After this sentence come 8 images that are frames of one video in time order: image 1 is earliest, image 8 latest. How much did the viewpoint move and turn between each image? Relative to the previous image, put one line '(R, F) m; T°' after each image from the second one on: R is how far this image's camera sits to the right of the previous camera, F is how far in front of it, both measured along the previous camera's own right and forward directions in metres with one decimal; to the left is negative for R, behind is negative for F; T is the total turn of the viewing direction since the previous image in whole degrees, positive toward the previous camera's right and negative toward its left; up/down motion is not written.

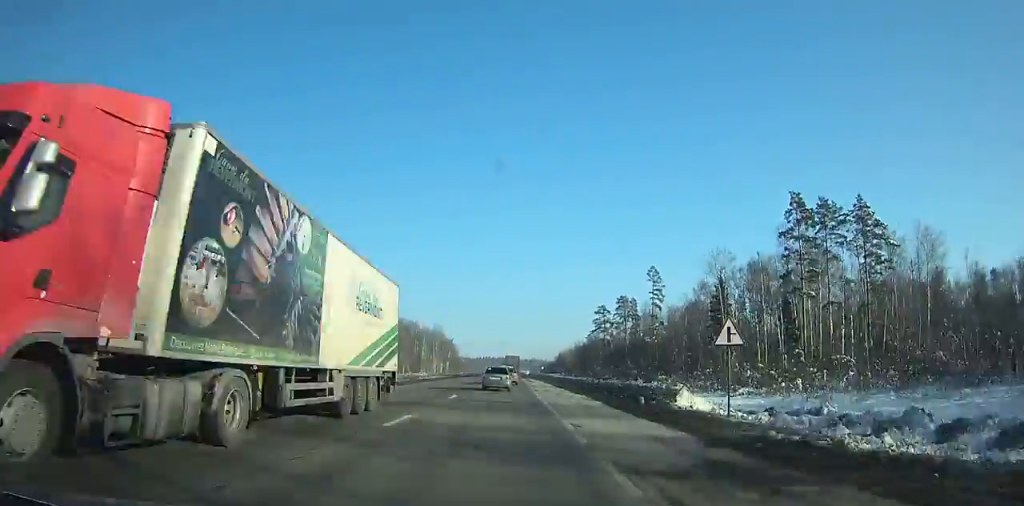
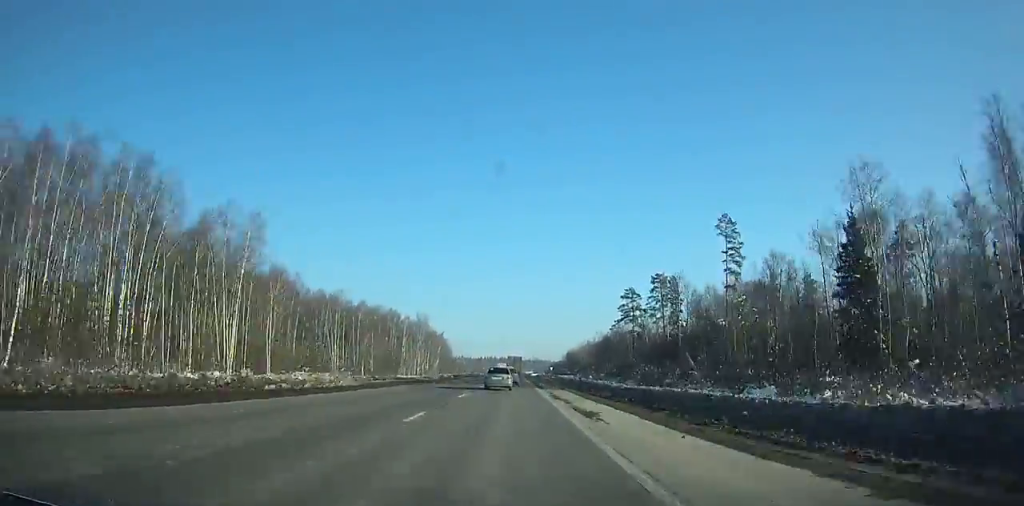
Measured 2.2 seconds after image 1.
(-0.2, +47.7) m; 0°
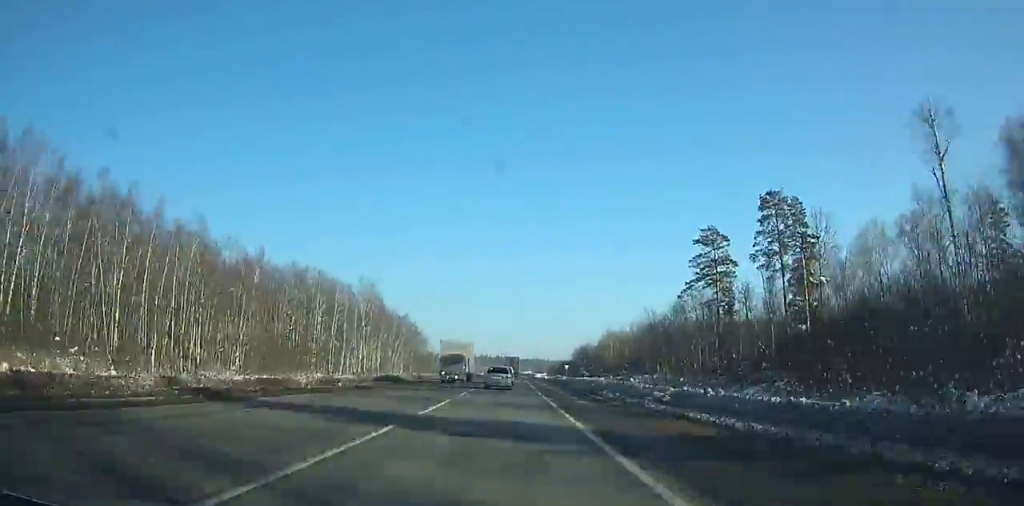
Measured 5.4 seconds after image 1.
(0.0, +68.7) m; 0°
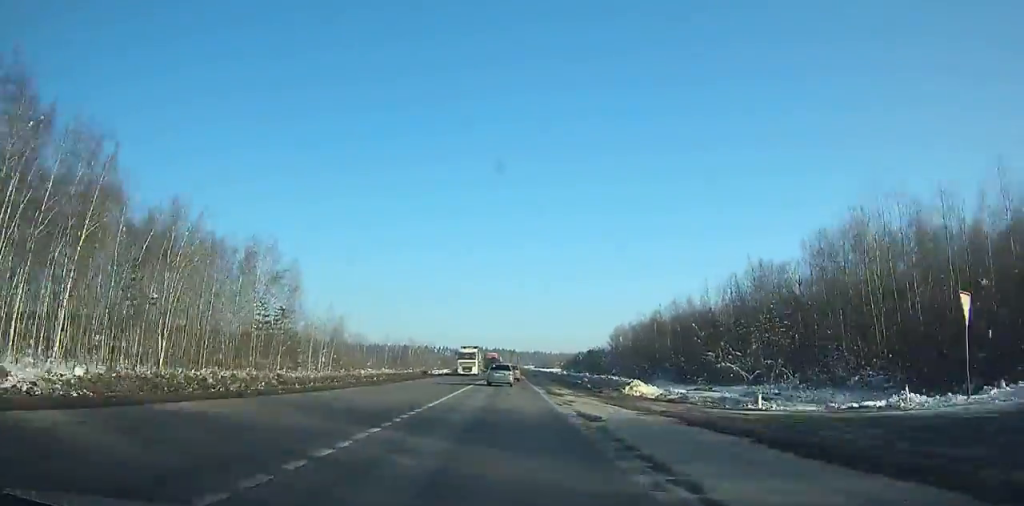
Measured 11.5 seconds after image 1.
(+0.3, +126.8) m; 0°
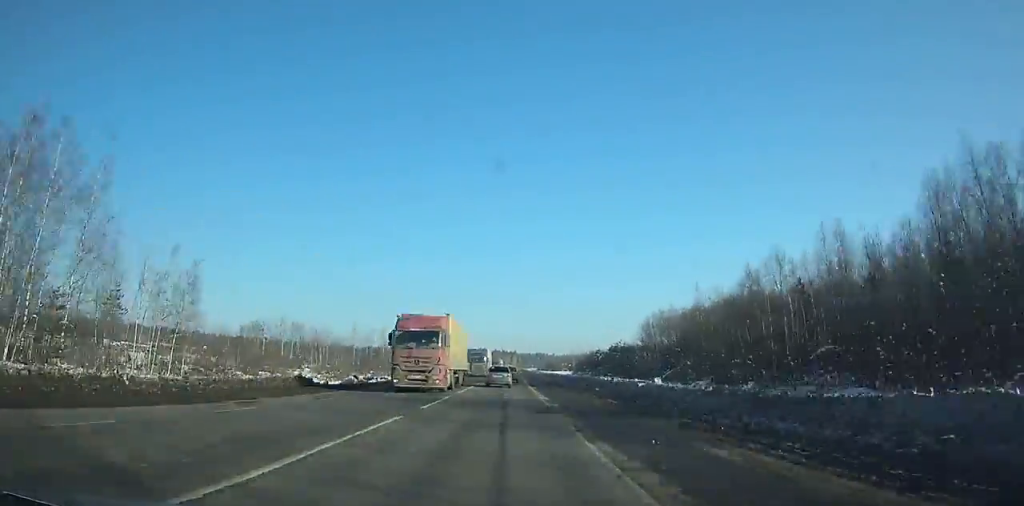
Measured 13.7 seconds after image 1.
(0.0, +44.0) m; 0°
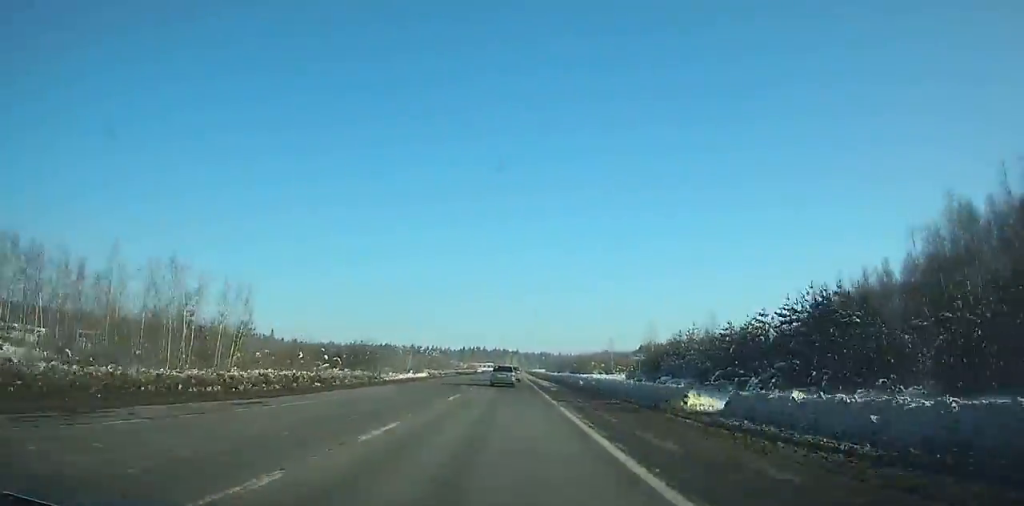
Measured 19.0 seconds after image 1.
(-0.3, +105.2) m; 0°
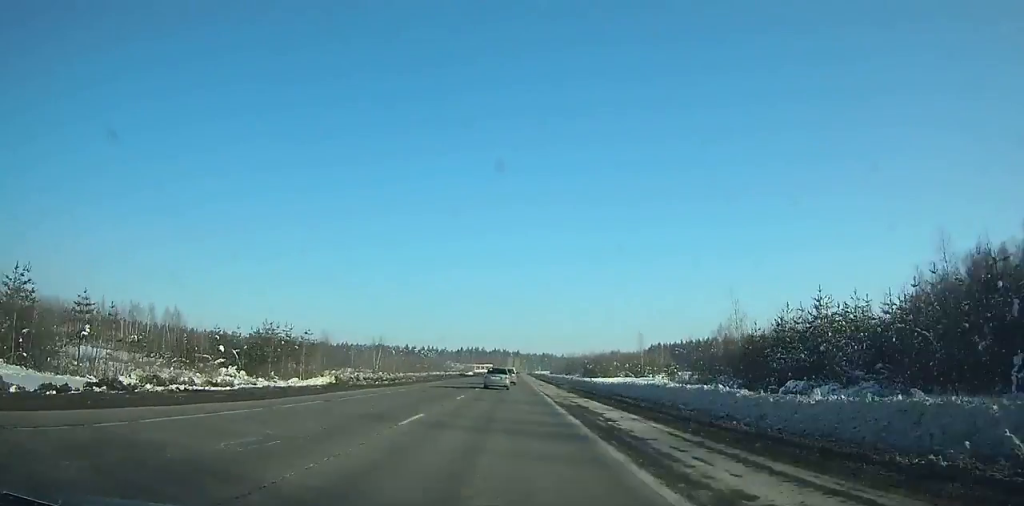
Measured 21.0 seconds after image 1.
(-0.1, +41.8) m; 0°
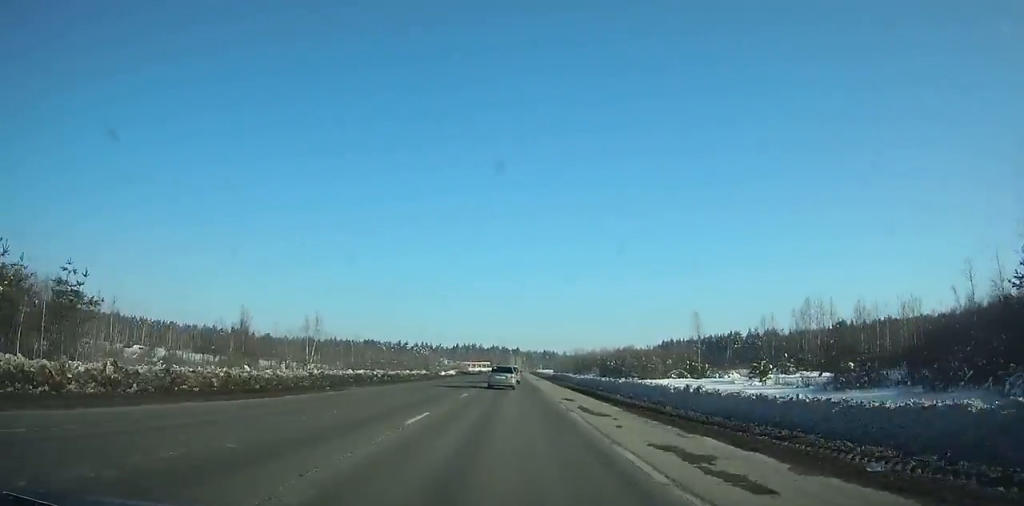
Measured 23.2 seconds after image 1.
(-0.1, +47.0) m; 0°
